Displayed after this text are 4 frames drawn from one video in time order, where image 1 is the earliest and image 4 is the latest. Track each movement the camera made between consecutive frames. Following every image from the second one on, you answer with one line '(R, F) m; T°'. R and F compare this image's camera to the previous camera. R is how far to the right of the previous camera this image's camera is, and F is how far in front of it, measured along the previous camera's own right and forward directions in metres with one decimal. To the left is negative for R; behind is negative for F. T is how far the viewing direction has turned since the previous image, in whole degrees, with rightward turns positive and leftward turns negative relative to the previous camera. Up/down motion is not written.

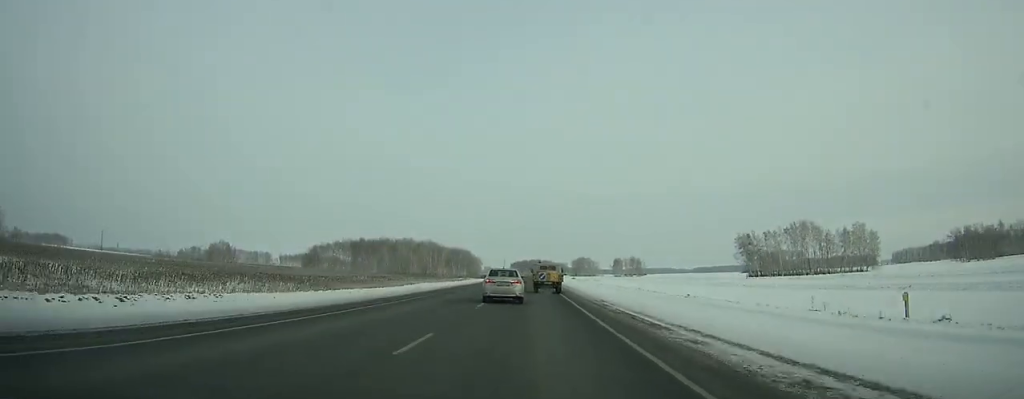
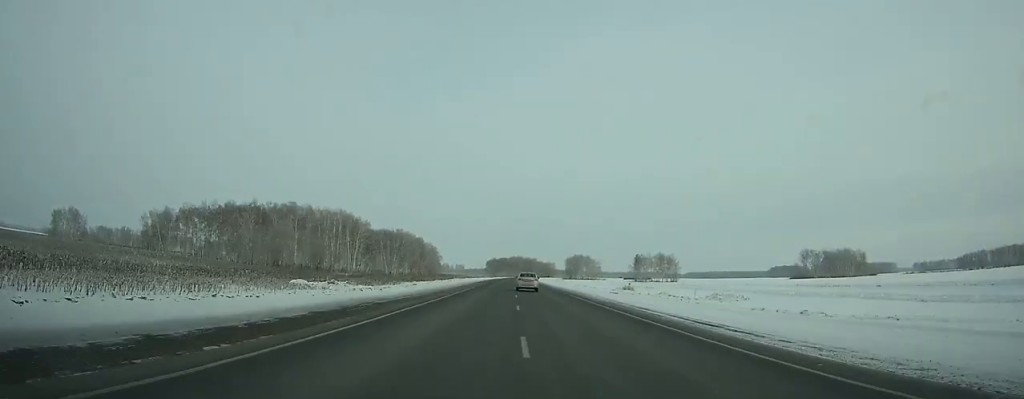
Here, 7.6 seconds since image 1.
(+0.9, +173.2) m; +1°
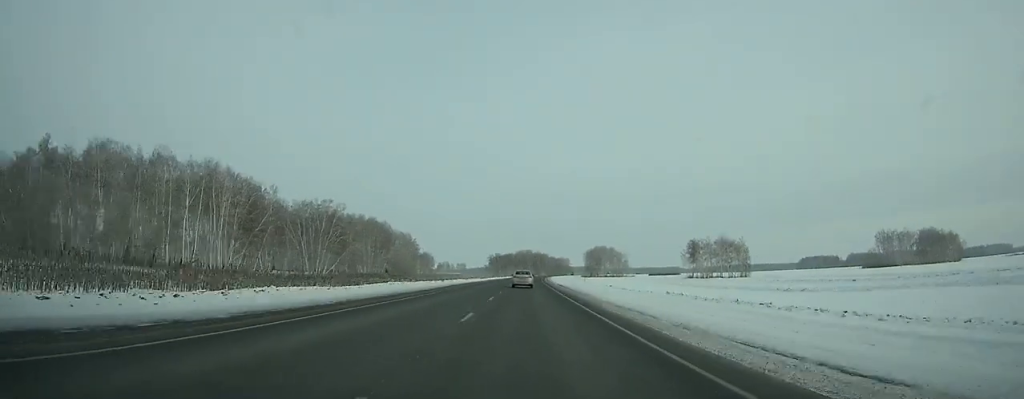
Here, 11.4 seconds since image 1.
(0.0, +103.5) m; 0°
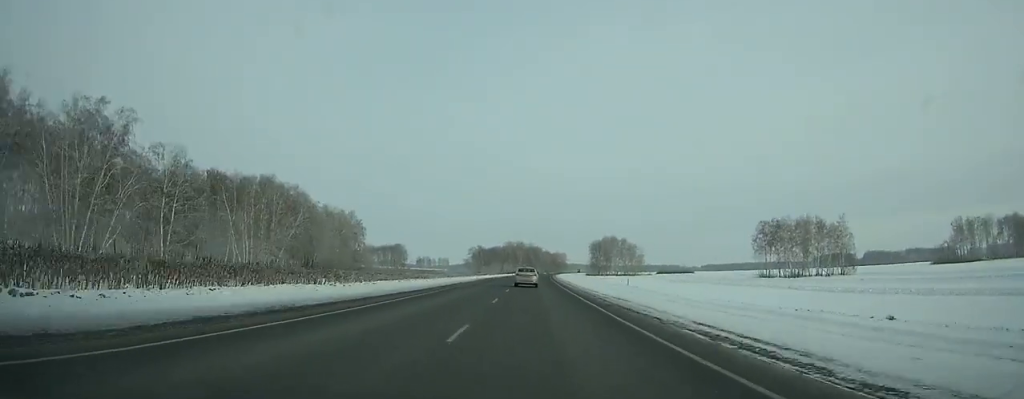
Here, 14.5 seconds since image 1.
(+0.6, +87.7) m; +1°
